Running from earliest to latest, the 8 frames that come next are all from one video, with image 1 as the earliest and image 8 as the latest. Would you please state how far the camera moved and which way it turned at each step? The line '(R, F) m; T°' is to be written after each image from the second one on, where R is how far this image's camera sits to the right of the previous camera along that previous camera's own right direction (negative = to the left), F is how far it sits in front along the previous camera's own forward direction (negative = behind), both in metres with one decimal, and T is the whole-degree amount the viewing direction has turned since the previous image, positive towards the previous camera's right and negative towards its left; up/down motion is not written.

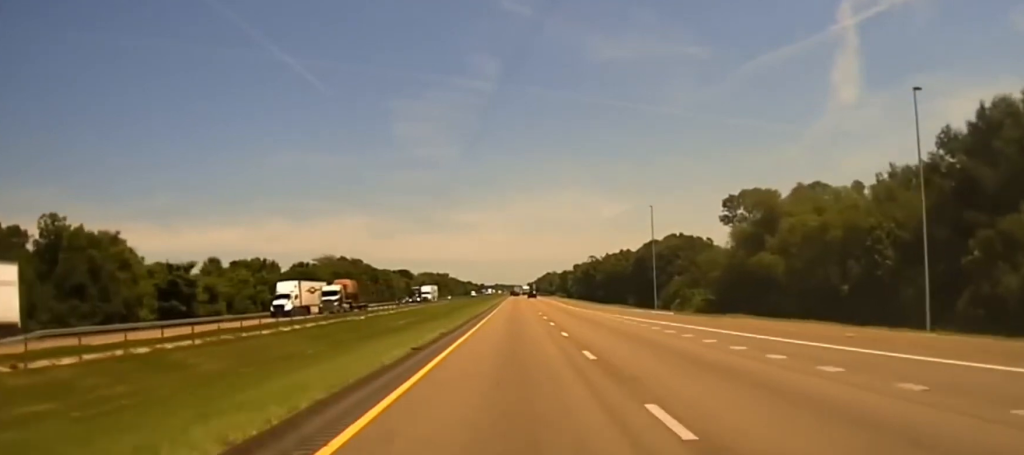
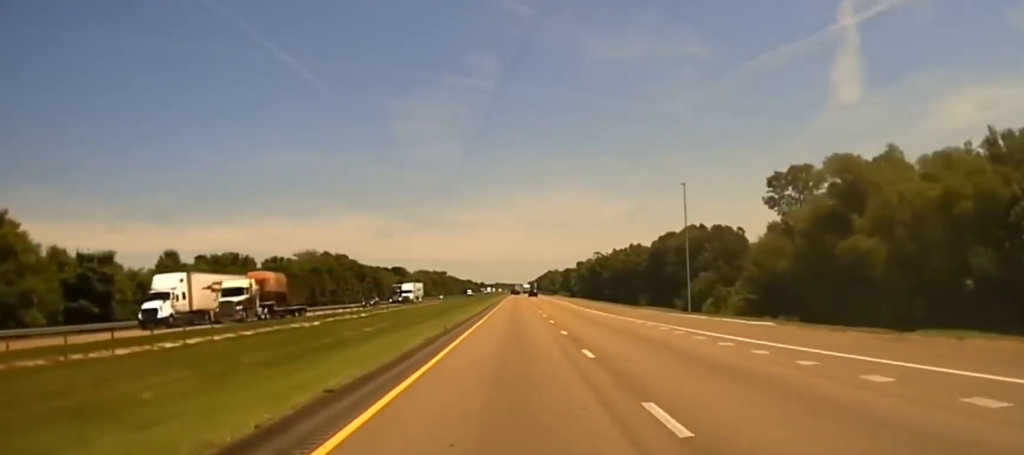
(+0.2, +26.2) m; +1°
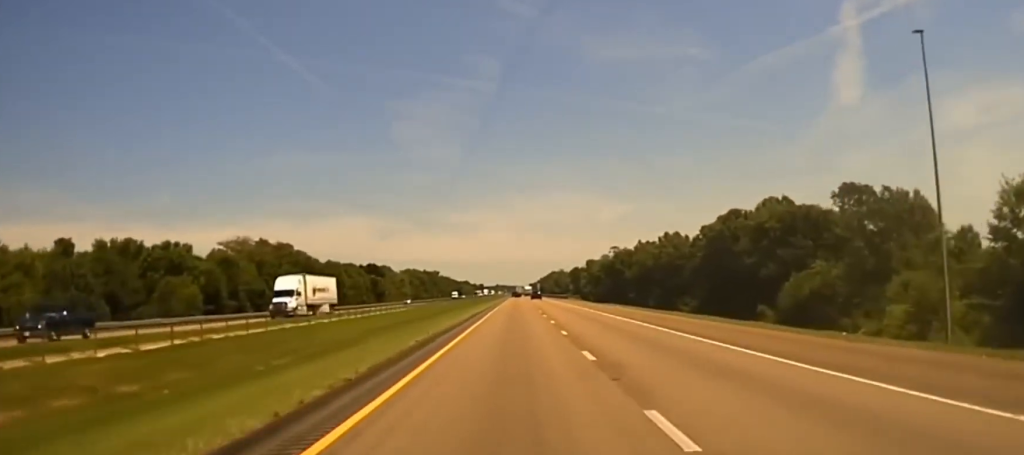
(-0.1, +62.1) m; -1°
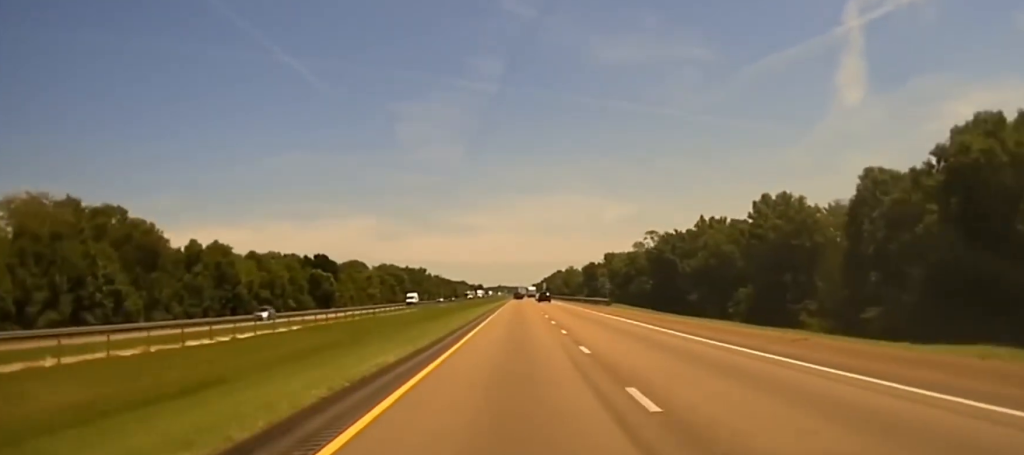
(-0.9, +82.6) m; -1°
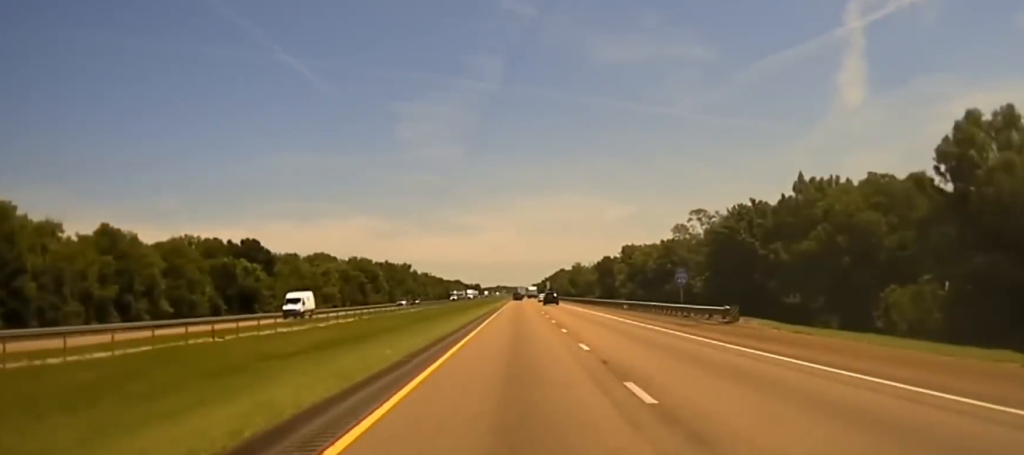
(+0.4, +60.3) m; +1°
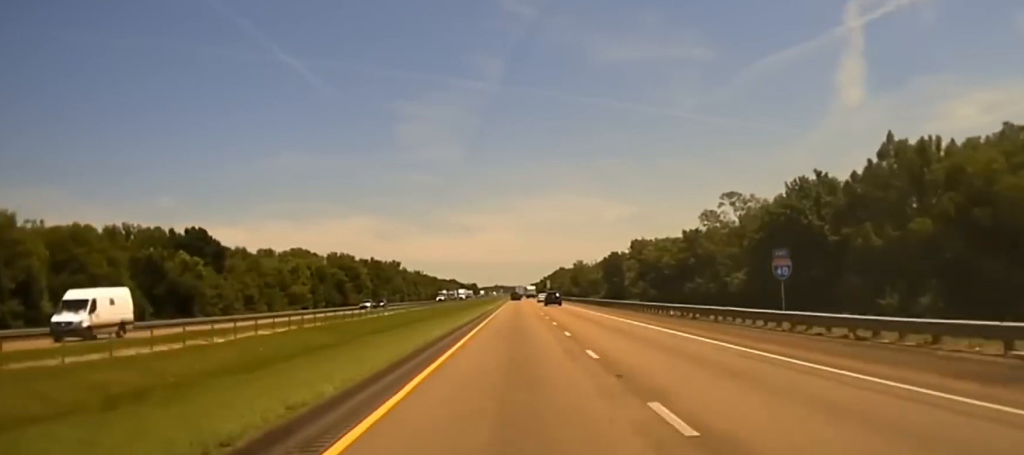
(+0.4, +26.3) m; 0°
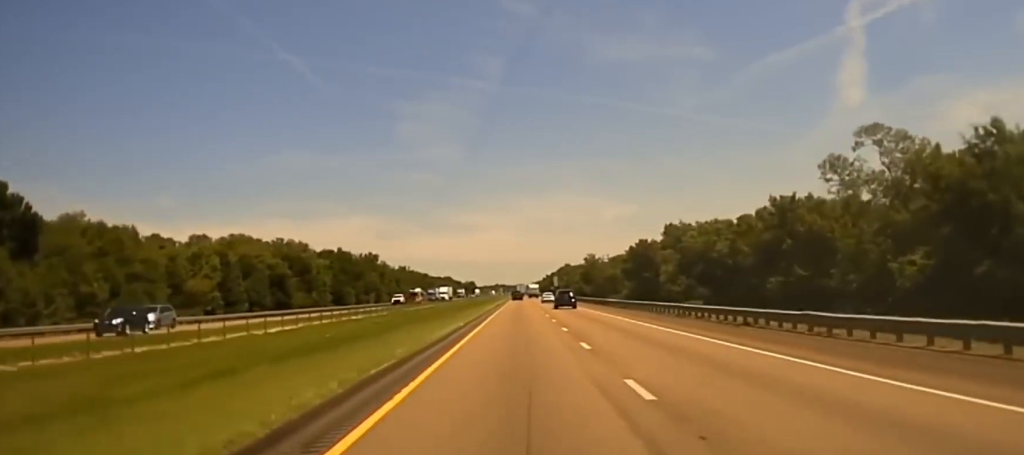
(-0.7, +59.2) m; -1°
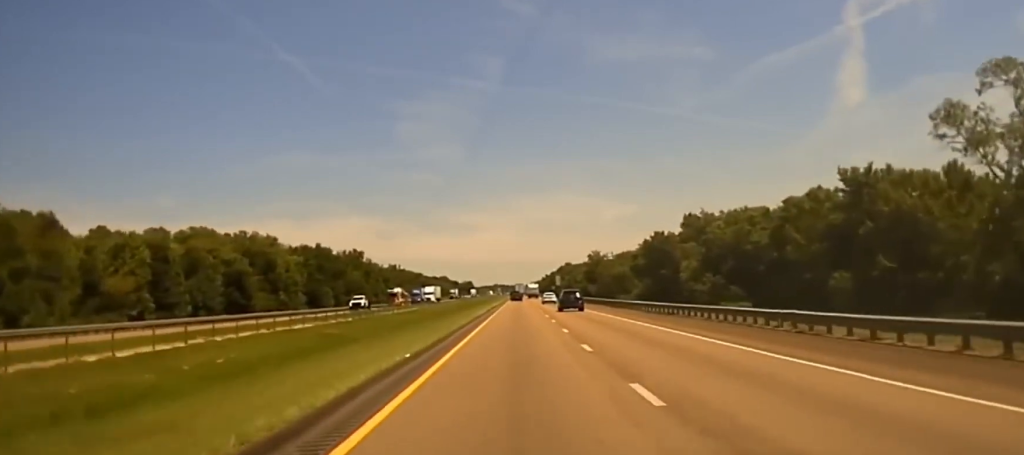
(+0.1, +24.2) m; 0°
